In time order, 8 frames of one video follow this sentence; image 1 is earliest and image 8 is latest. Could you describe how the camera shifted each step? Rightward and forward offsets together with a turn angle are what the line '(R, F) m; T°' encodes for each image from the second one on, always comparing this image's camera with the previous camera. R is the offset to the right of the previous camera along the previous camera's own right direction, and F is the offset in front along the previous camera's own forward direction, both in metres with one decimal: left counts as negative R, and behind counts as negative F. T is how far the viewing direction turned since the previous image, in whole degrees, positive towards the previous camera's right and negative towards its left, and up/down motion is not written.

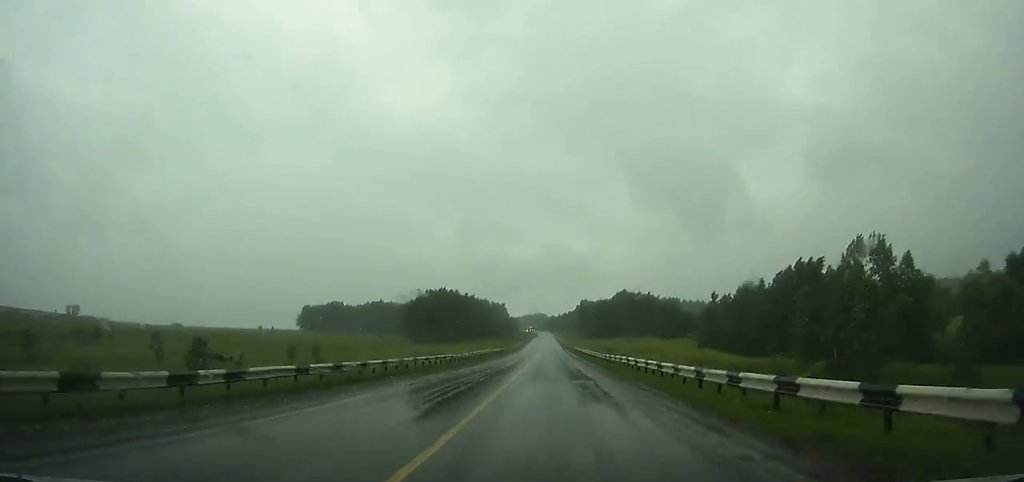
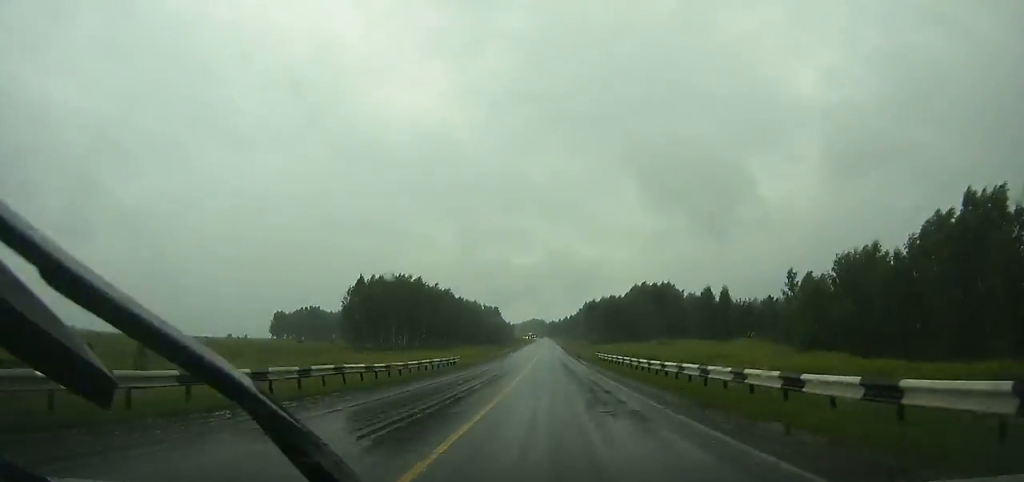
(+0.1, +47.2) m; 0°
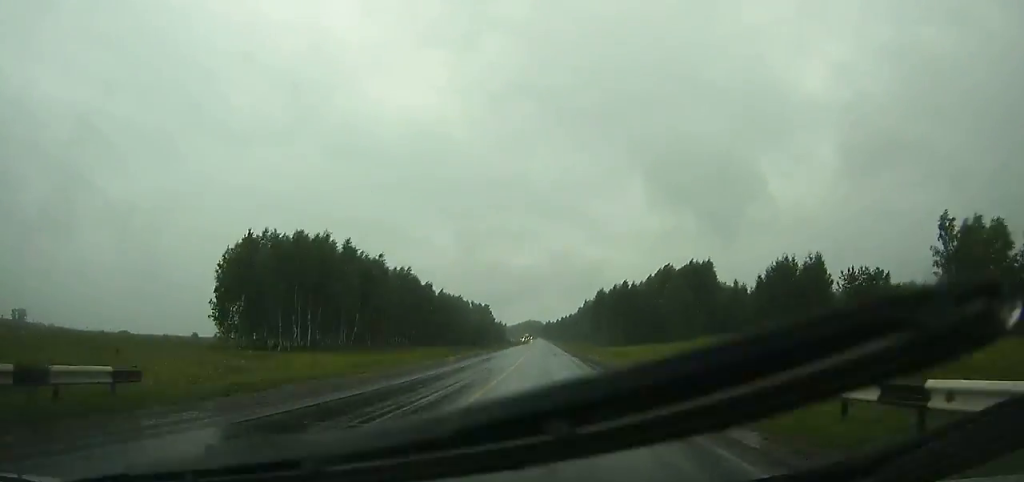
(+0.1, +42.5) m; 0°
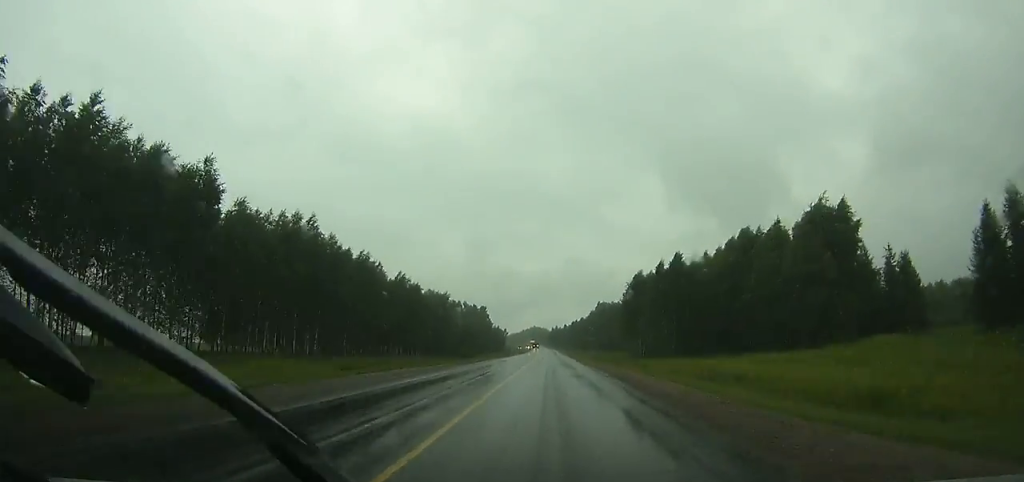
(-0.3, +51.6) m; 0°
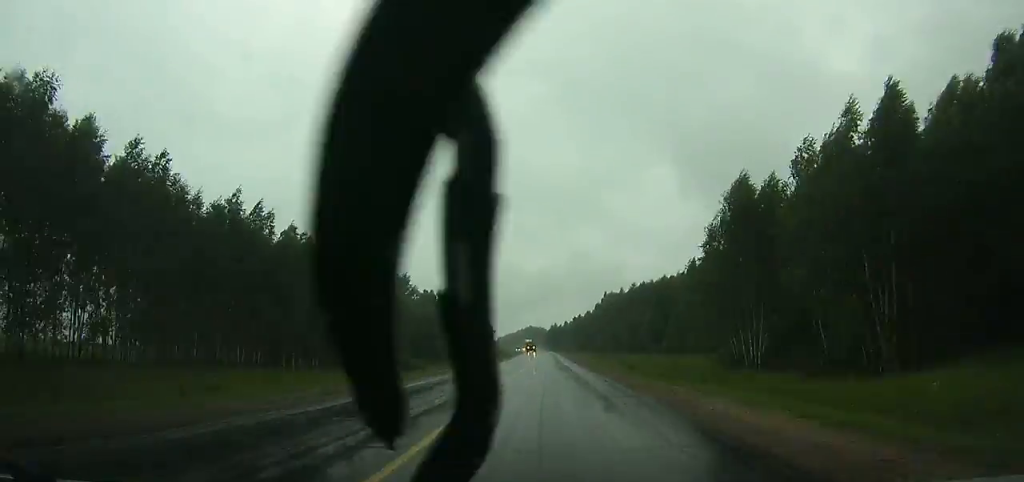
(+0.1, +58.1) m; 0°
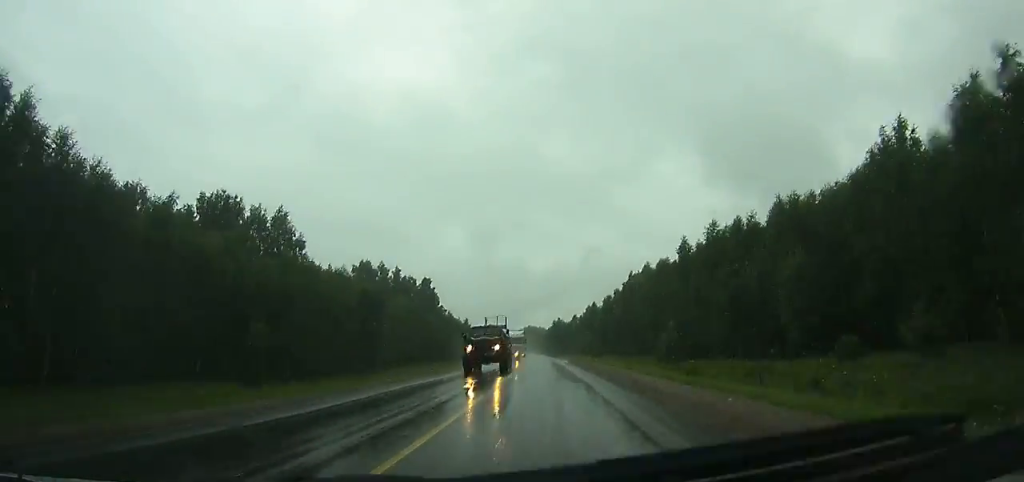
(0.0, +75.8) m; 0°
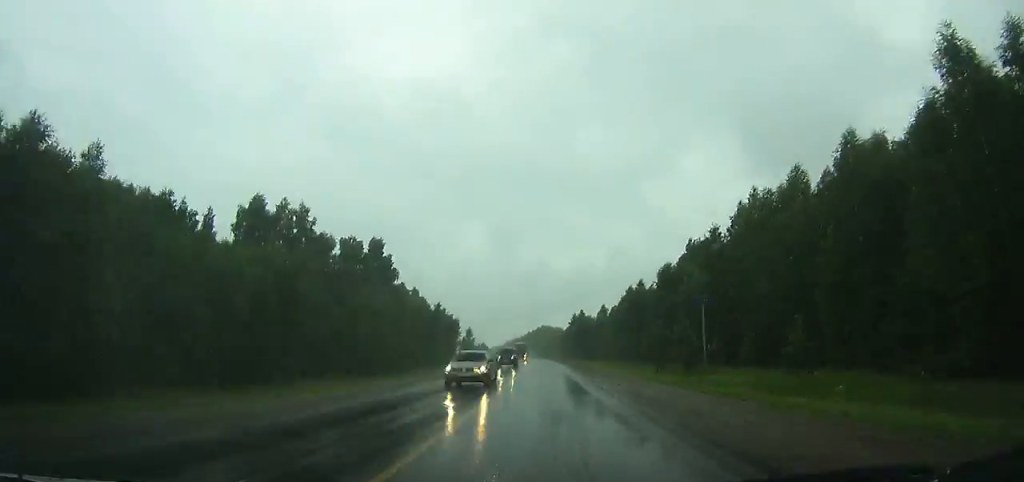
(-0.6, +61.1) m; -1°
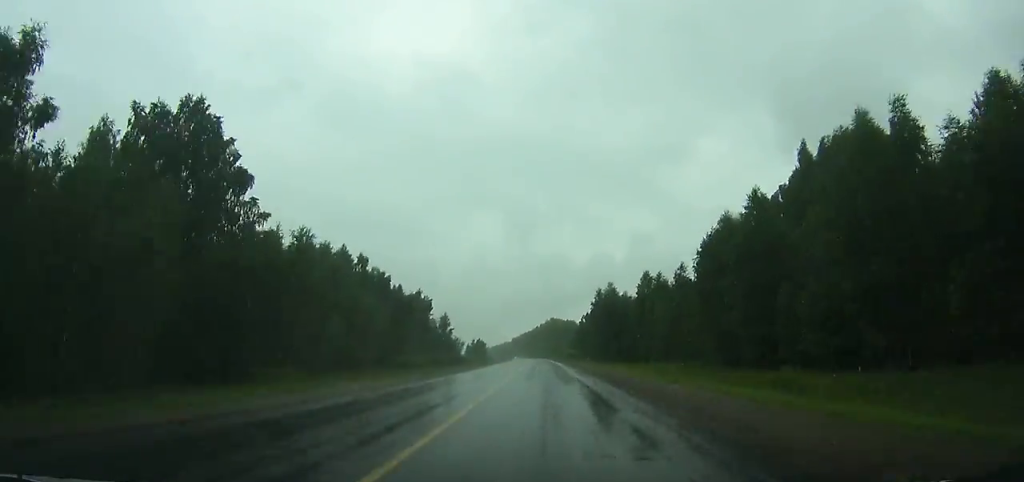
(-0.6, +60.5) m; -1°
